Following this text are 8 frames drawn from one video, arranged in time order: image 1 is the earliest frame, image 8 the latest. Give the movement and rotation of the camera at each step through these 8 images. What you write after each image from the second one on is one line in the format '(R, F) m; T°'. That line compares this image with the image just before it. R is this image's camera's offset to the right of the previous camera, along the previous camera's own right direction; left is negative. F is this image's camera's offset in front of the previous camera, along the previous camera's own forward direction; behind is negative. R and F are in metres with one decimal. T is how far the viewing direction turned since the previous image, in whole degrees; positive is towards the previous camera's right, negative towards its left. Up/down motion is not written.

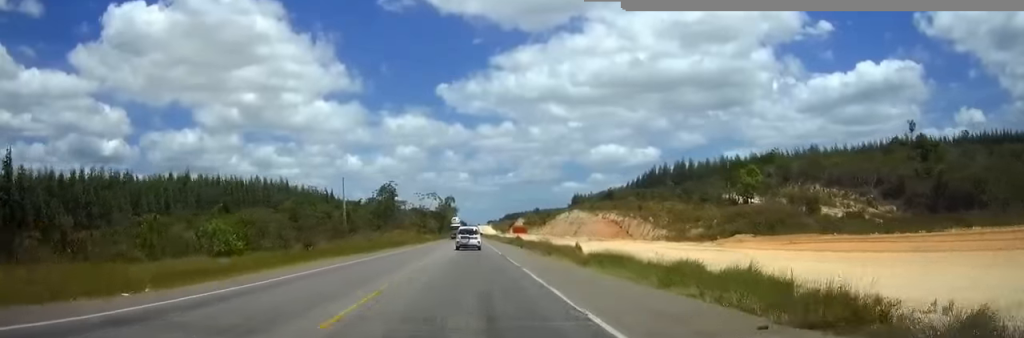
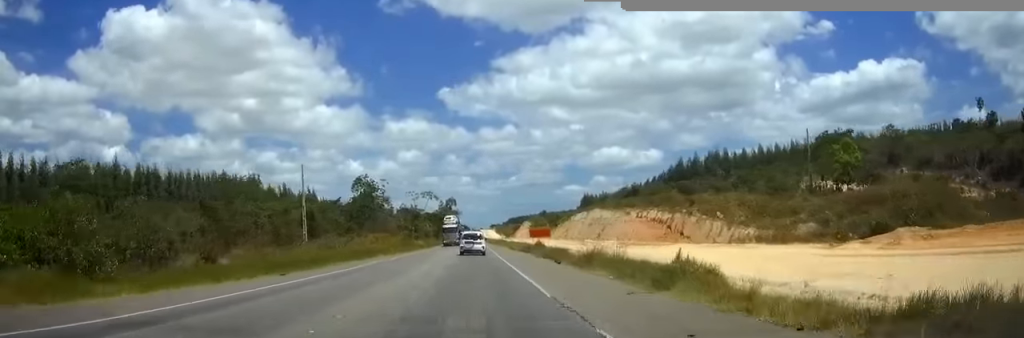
(0.0, +25.1) m; 0°
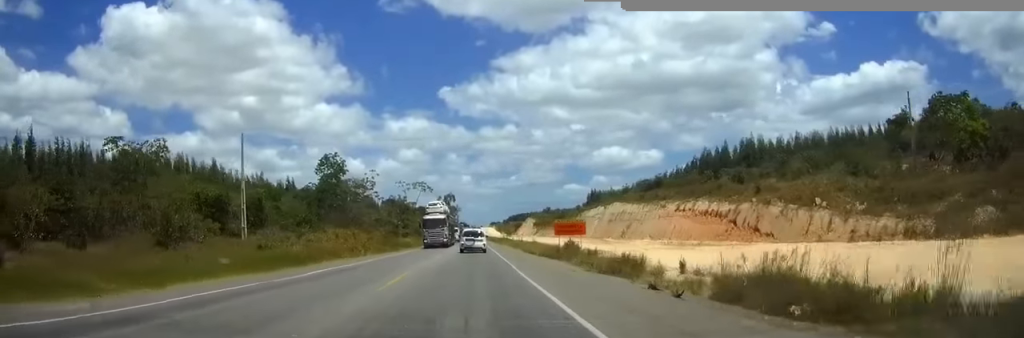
(0.0, +20.4) m; 0°
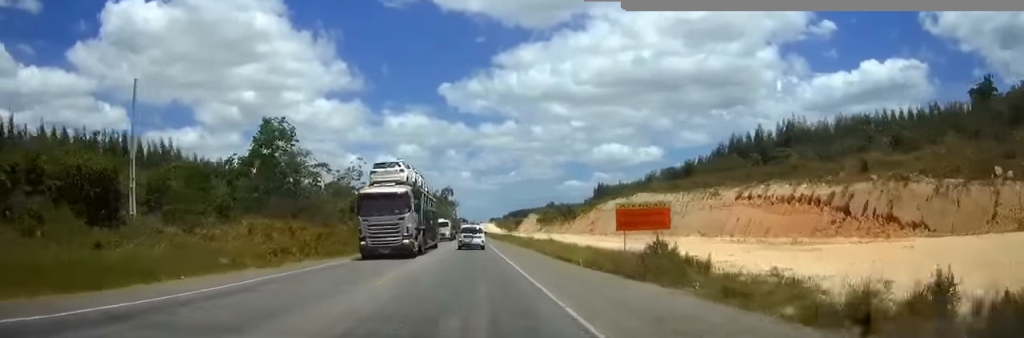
(0.0, +19.5) m; 0°
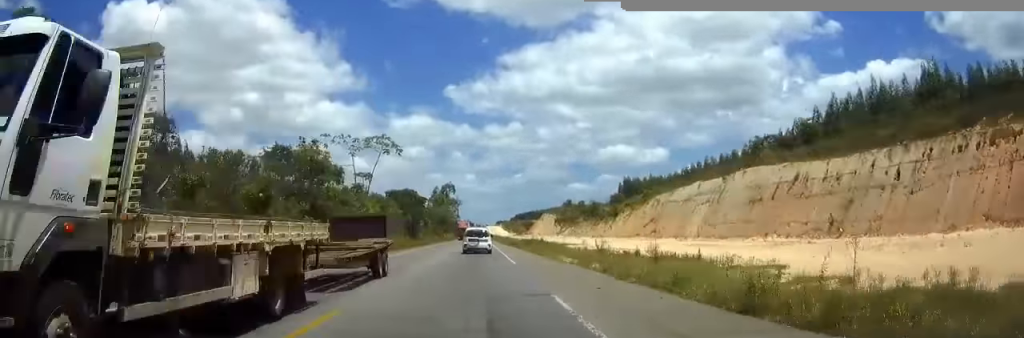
(-0.1, +41.8) m; 0°
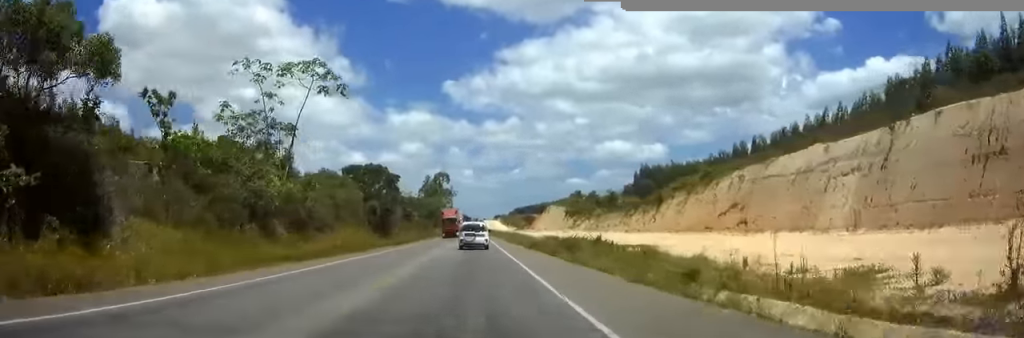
(0.0, +30.9) m; 0°
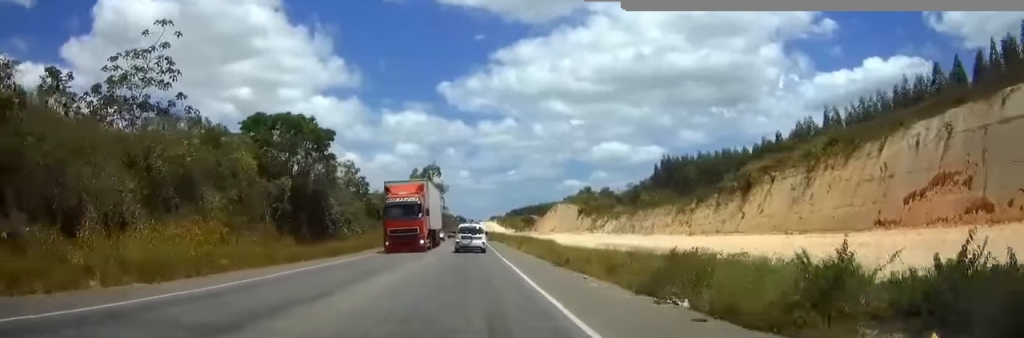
(+0.1, +31.5) m; 0°
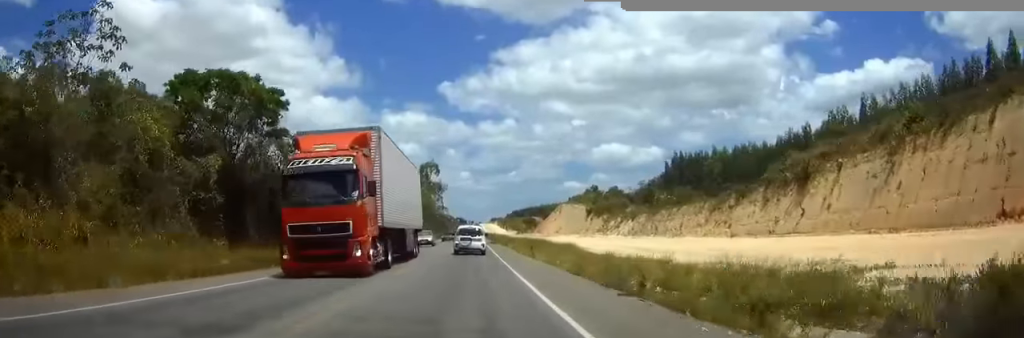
(0.0, +11.3) m; 0°
